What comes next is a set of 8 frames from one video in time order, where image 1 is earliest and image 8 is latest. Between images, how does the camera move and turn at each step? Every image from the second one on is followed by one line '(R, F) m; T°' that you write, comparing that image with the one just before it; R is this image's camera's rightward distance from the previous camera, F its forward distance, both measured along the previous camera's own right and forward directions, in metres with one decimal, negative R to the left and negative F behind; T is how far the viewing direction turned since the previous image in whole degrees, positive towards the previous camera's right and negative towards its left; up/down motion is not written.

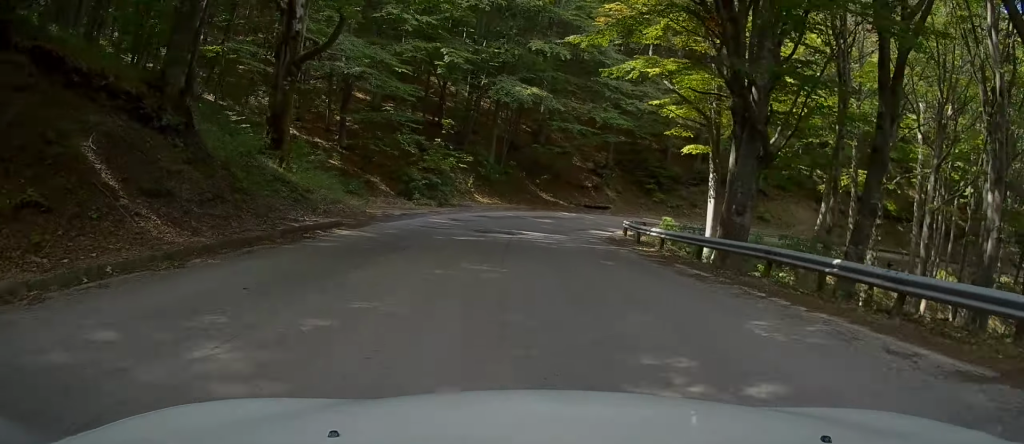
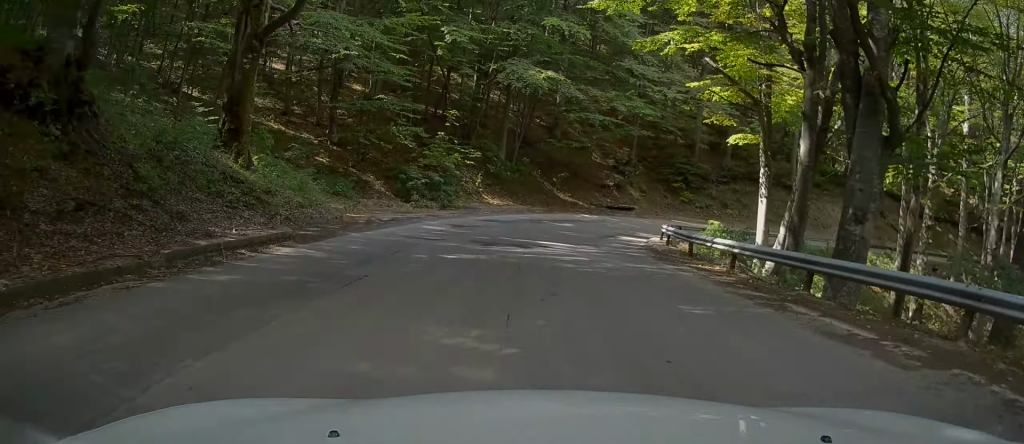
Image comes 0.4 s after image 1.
(-0.1, +5.2) m; -2°
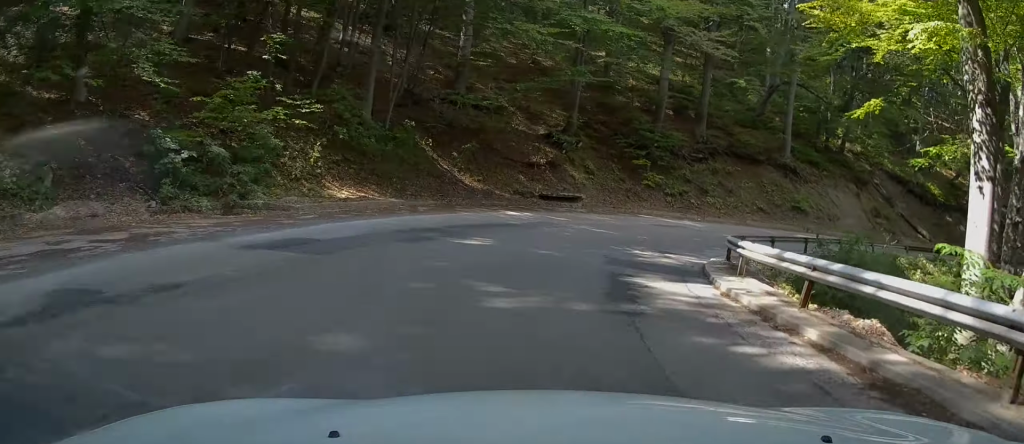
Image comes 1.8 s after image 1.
(-0.8, +17.2) m; +1°
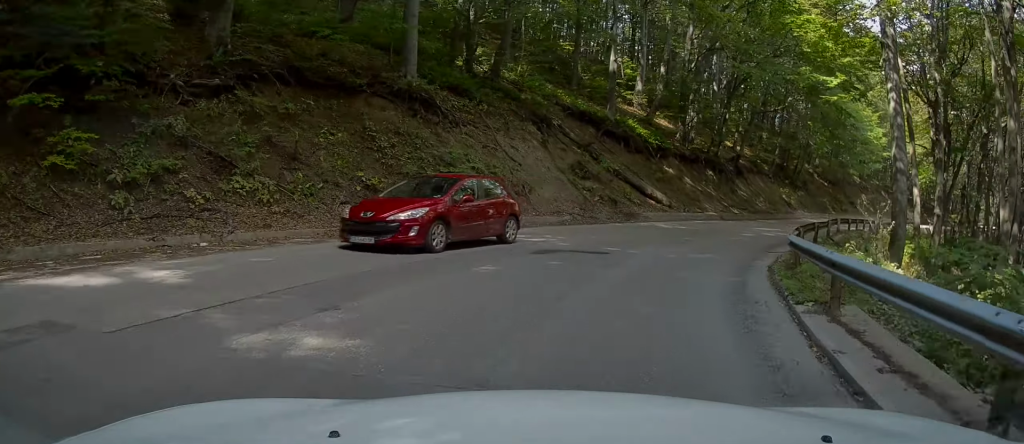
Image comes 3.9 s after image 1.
(+5.4, +22.7) m; +34°
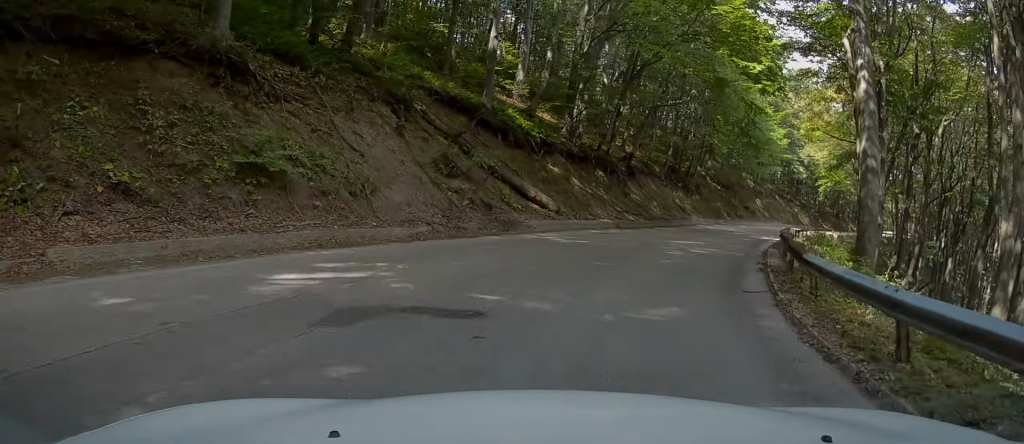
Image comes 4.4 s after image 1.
(+0.3, +5.3) m; +10°
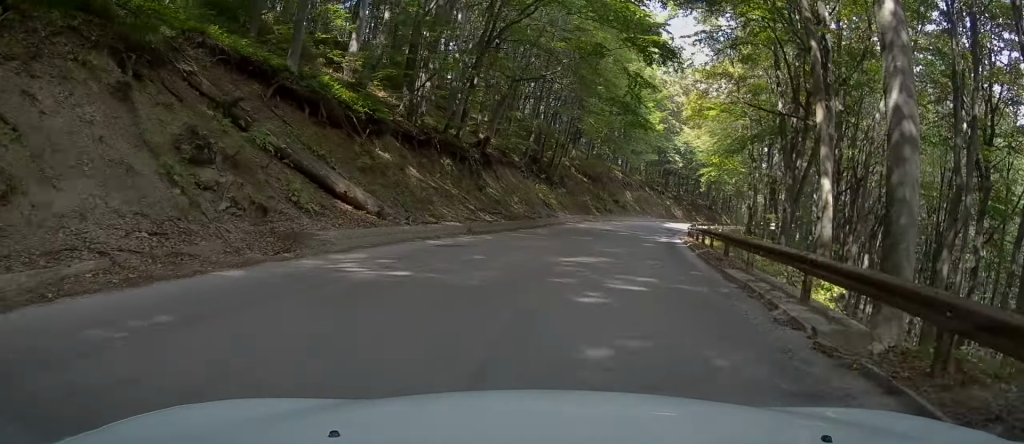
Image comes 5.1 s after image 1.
(+0.9, +6.8) m; +13°
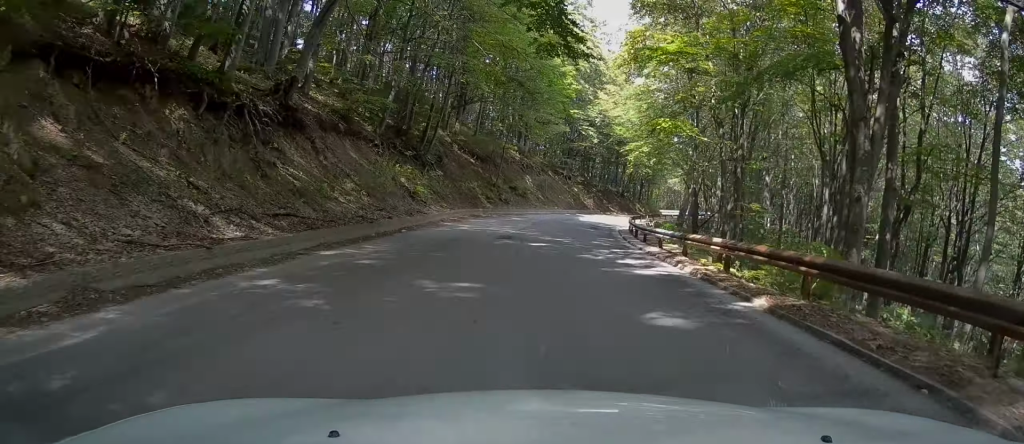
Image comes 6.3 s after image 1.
(+1.7, +13.3) m; +10°
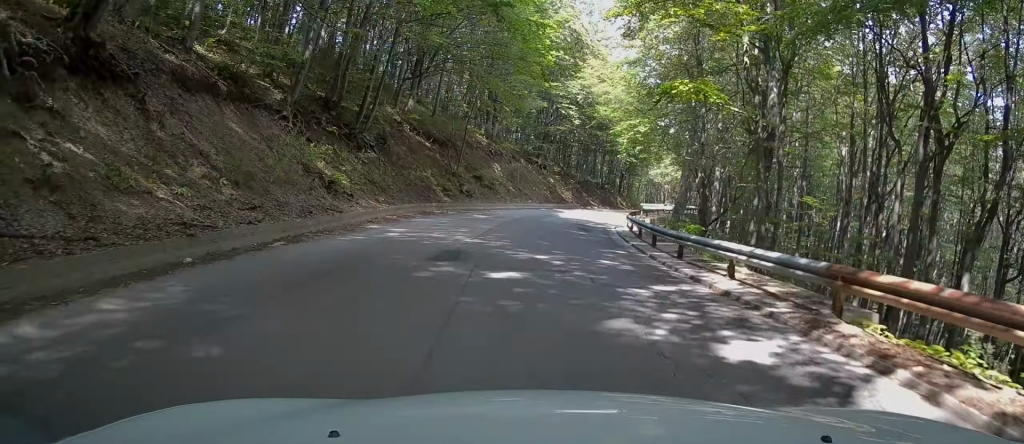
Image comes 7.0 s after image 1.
(+0.1, +8.0) m; +1°
